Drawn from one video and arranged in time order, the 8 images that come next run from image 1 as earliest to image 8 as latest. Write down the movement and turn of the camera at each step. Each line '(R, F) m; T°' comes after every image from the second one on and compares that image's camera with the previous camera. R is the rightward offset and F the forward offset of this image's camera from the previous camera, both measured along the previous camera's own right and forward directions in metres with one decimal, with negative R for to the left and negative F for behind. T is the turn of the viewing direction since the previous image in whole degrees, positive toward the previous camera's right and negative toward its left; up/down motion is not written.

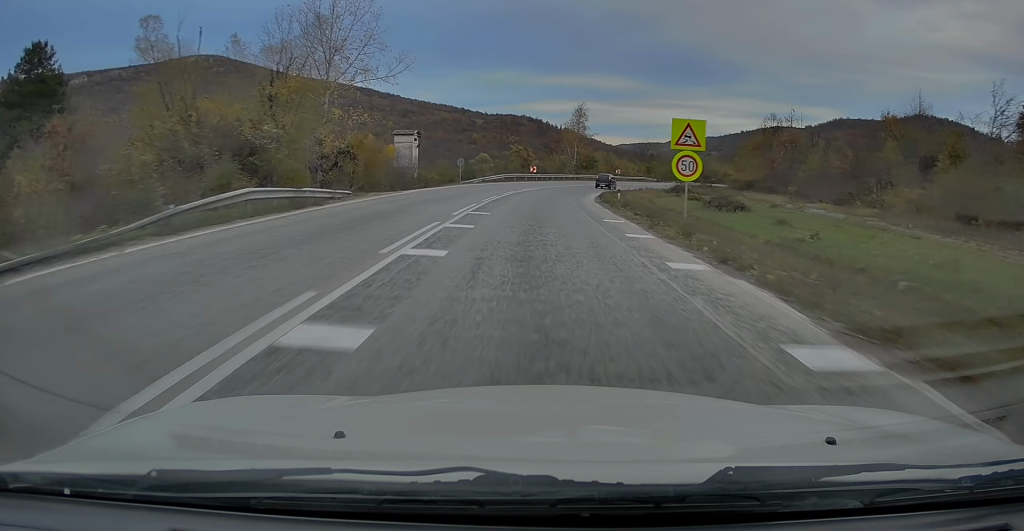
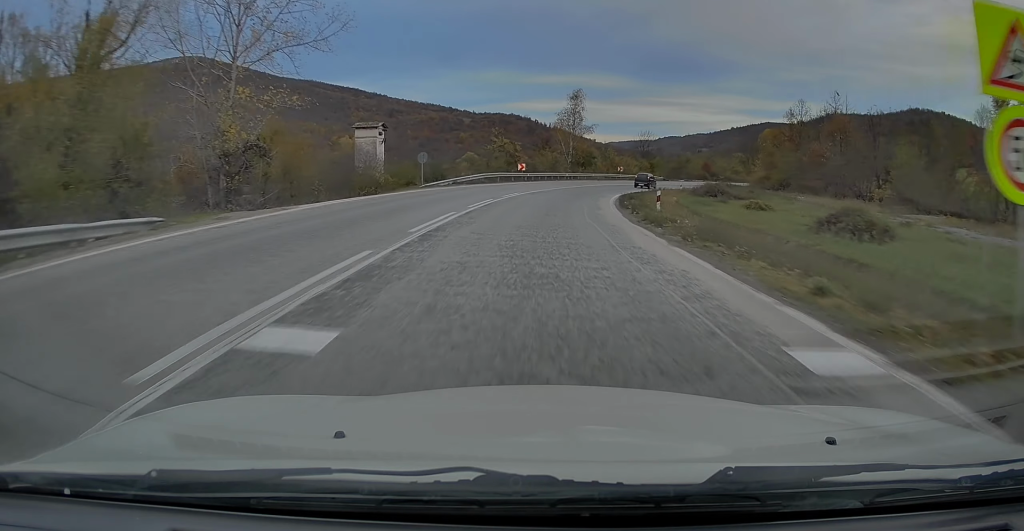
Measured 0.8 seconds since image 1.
(+0.3, +14.6) m; +3°
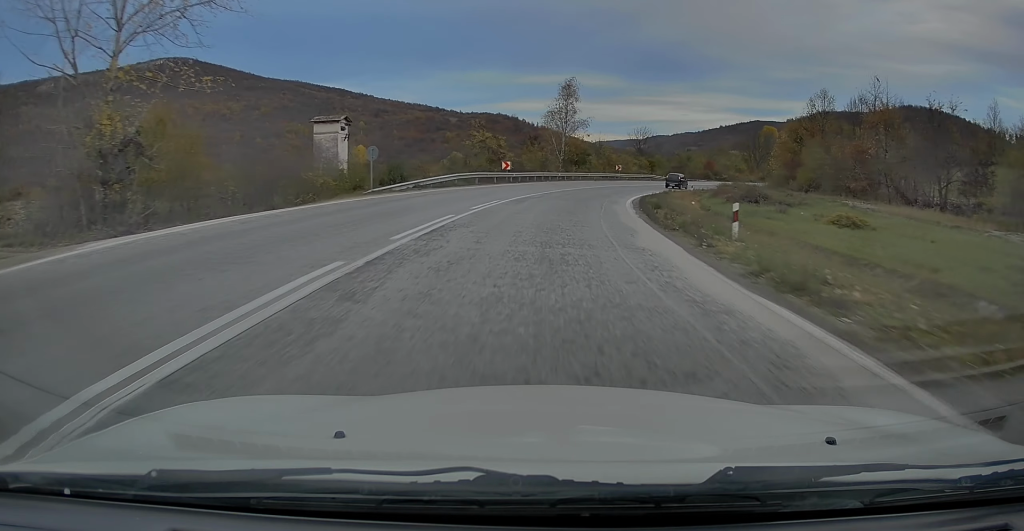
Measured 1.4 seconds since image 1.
(+0.2, +10.3) m; +2°
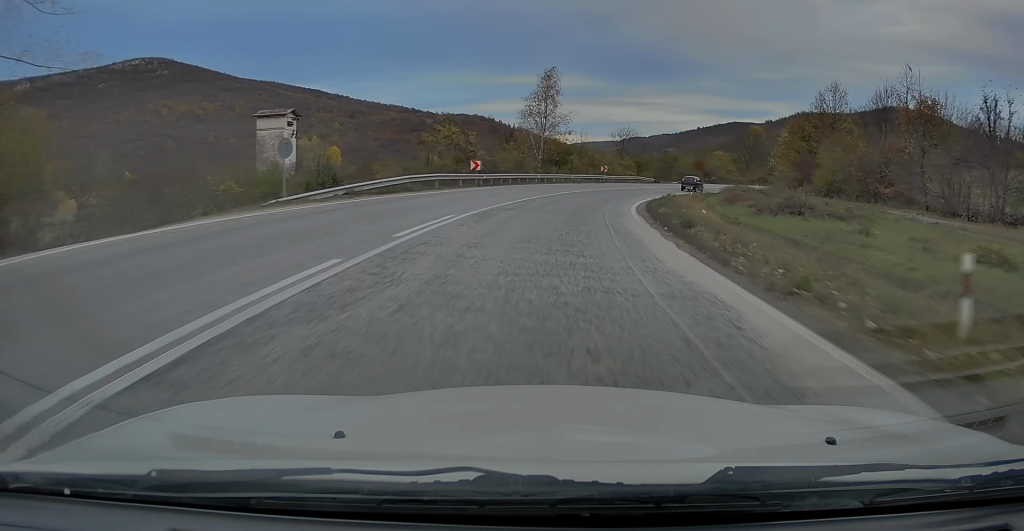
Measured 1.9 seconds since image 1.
(+0.1, +8.5) m; +2°
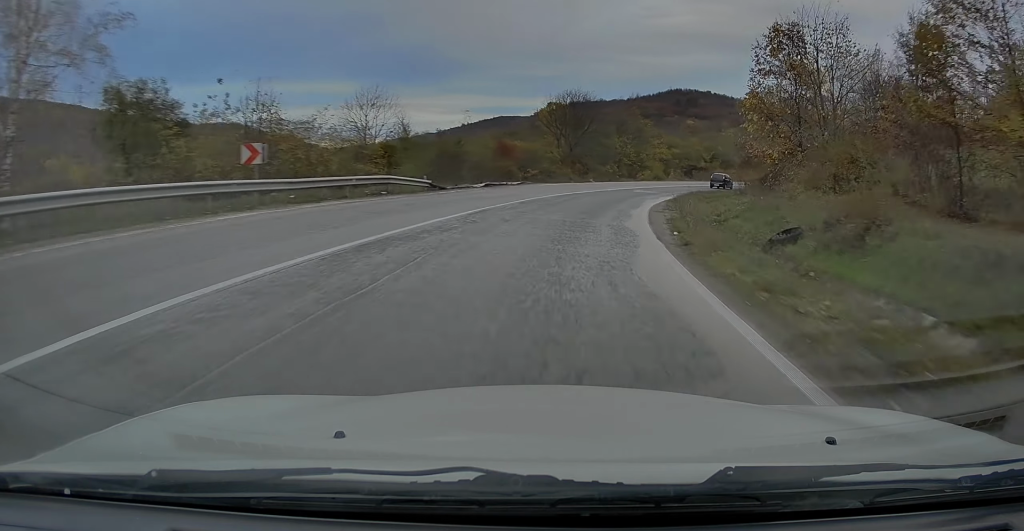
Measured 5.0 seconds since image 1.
(+8.2, +51.3) m; +21°
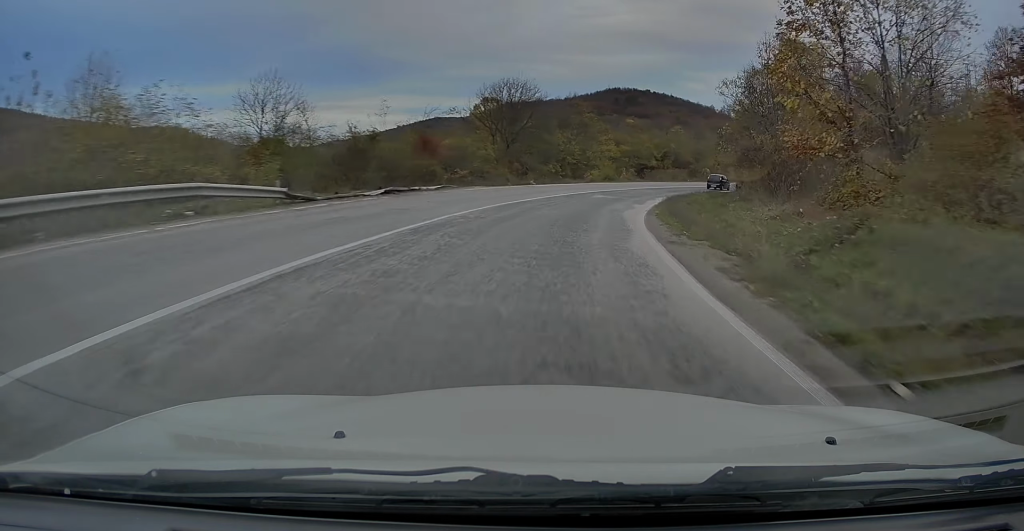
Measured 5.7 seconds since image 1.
(-0.1, +11.5) m; +5°
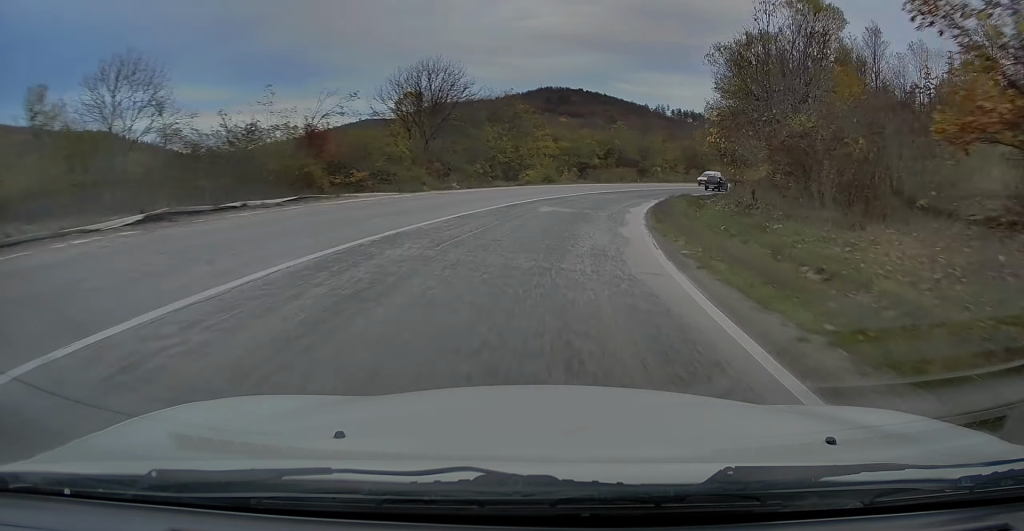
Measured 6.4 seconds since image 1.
(+1.2, +12.8) m; +6°
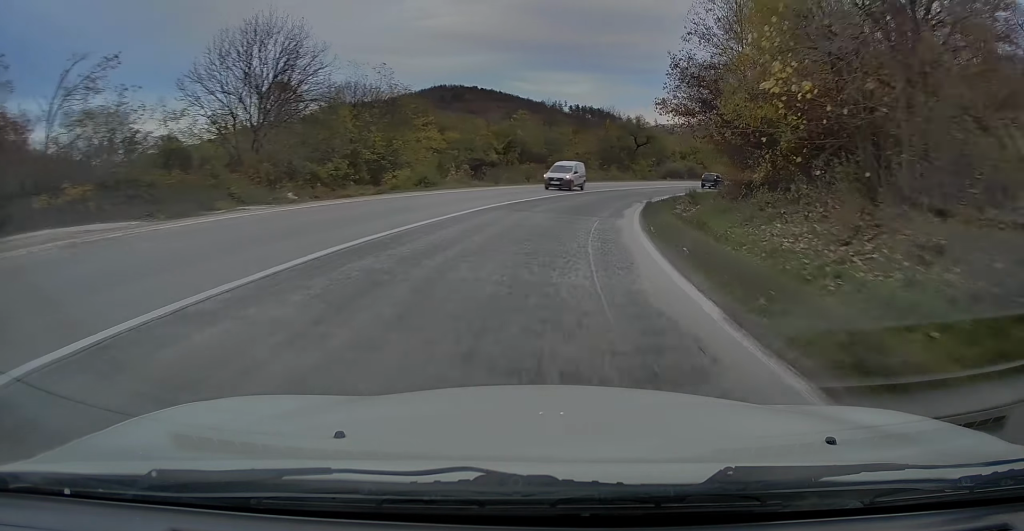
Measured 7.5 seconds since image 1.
(+1.3, +19.6) m; +9°
